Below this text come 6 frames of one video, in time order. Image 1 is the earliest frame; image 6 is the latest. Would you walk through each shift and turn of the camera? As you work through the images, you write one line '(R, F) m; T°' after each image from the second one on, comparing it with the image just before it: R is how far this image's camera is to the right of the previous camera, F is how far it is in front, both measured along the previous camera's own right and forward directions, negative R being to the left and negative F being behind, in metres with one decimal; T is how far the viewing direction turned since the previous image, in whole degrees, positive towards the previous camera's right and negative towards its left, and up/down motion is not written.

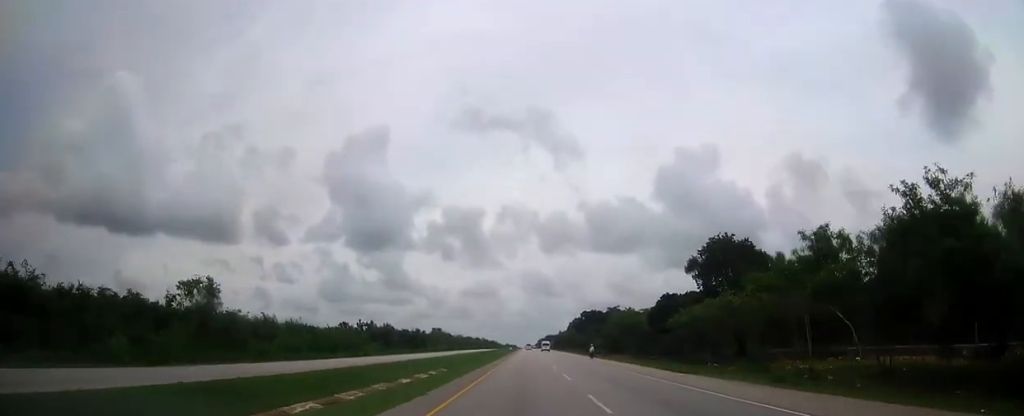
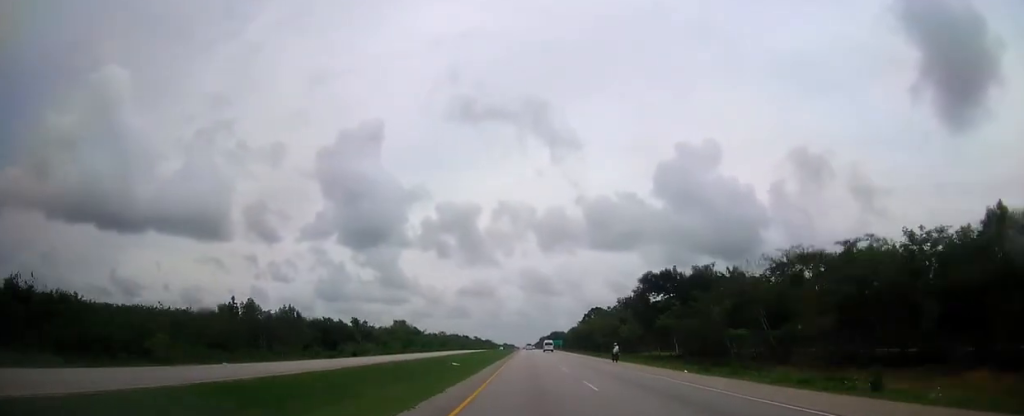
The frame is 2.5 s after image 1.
(+0.1, +78.5) m; 0°
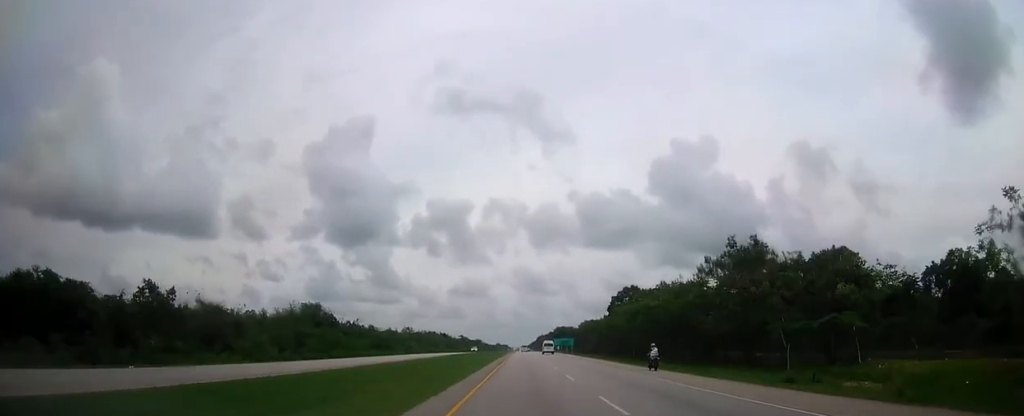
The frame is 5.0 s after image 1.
(+0.1, +78.4) m; 0°
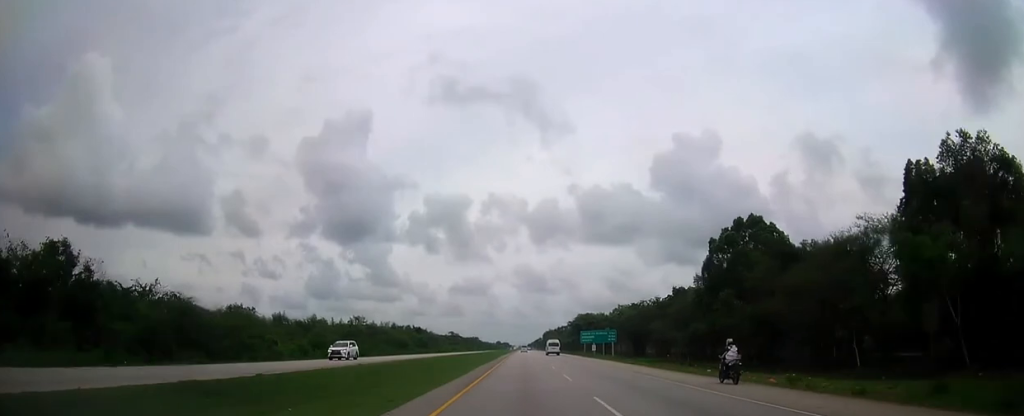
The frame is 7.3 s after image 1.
(0.0, +73.5) m; 0°
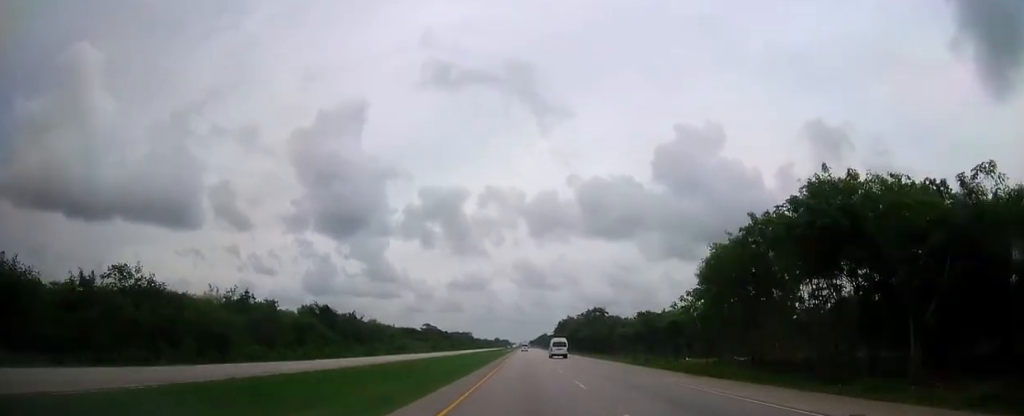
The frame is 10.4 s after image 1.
(-0.2, +98.3) m; 0°
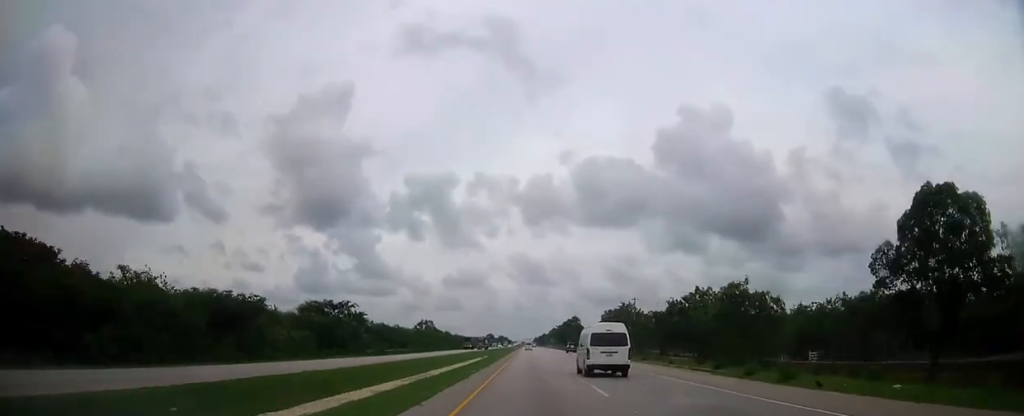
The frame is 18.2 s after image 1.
(-0.2, +244.1) m; 0°
